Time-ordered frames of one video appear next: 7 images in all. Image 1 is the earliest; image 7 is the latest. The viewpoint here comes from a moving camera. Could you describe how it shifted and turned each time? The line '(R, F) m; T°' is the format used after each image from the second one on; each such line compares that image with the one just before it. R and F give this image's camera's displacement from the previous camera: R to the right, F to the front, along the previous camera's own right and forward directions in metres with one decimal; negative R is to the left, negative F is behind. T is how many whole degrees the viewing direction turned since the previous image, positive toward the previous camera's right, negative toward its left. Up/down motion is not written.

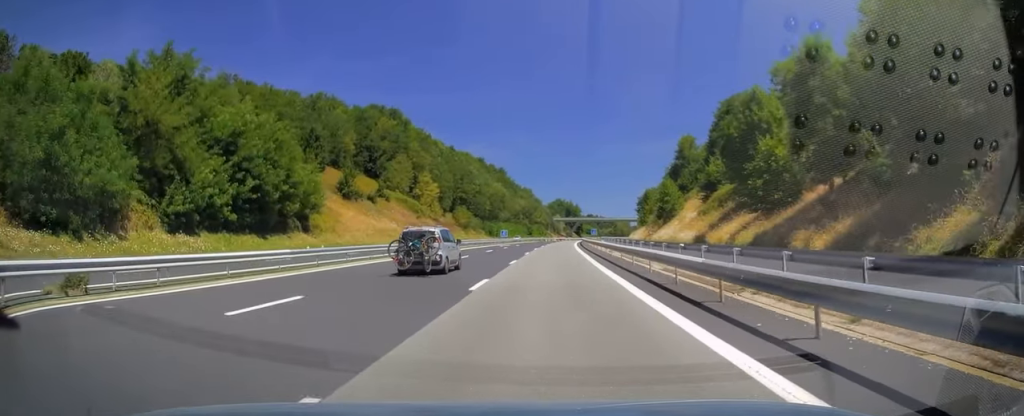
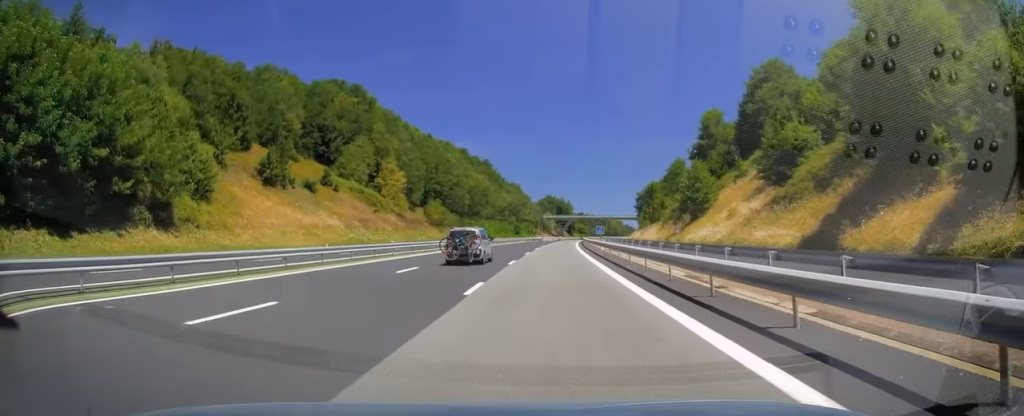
(+0.2, +27.2) m; +1°
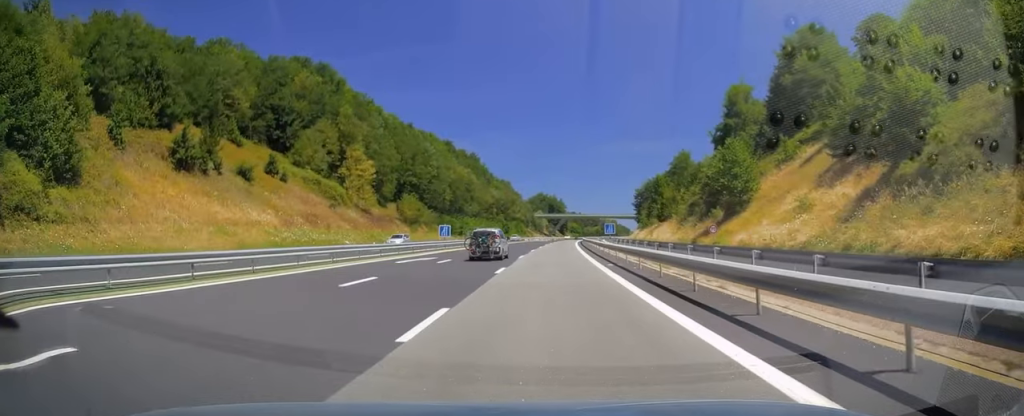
(+0.1, +18.8) m; +1°
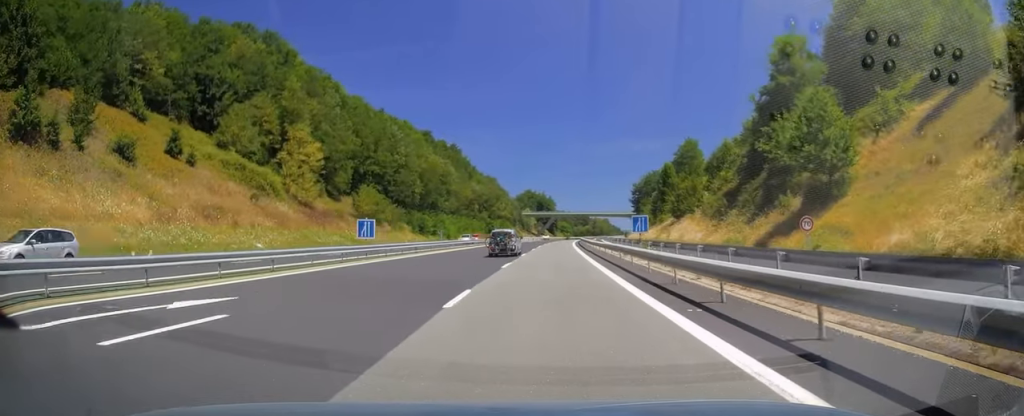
(+0.4, +22.2) m; +1°
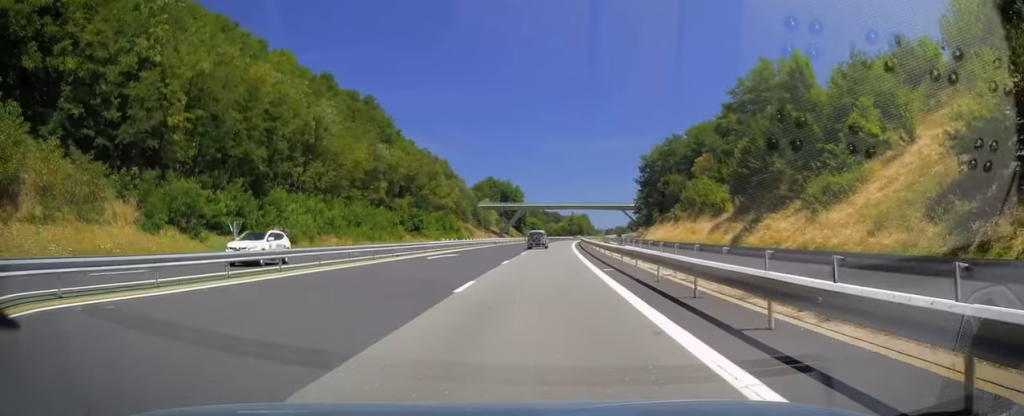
(+2.0, +75.1) m; +3°
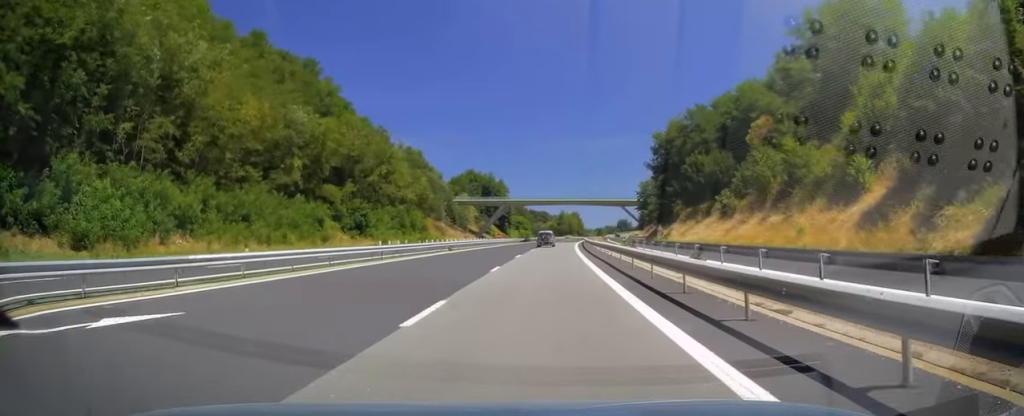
(+0.3, +31.2) m; +1°
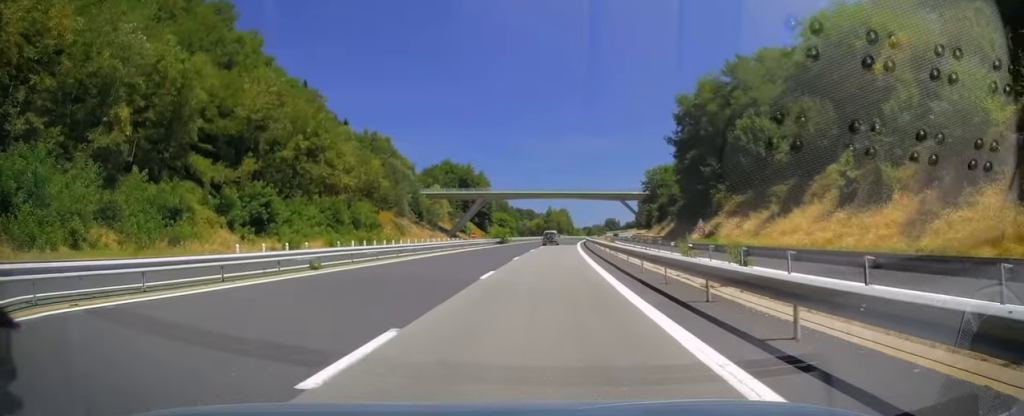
(+0.3, +29.7) m; +1°
